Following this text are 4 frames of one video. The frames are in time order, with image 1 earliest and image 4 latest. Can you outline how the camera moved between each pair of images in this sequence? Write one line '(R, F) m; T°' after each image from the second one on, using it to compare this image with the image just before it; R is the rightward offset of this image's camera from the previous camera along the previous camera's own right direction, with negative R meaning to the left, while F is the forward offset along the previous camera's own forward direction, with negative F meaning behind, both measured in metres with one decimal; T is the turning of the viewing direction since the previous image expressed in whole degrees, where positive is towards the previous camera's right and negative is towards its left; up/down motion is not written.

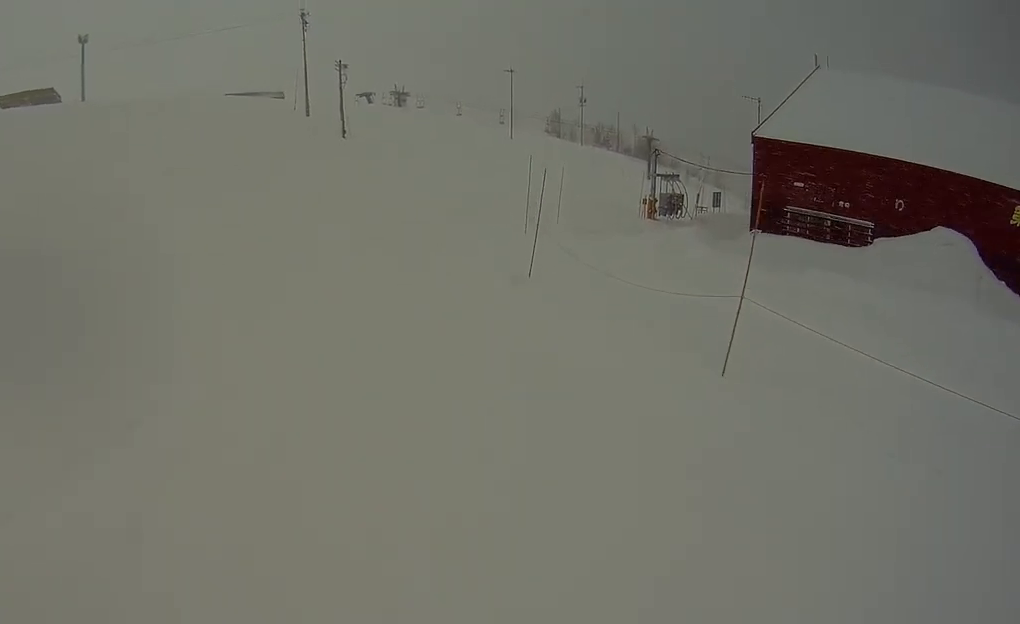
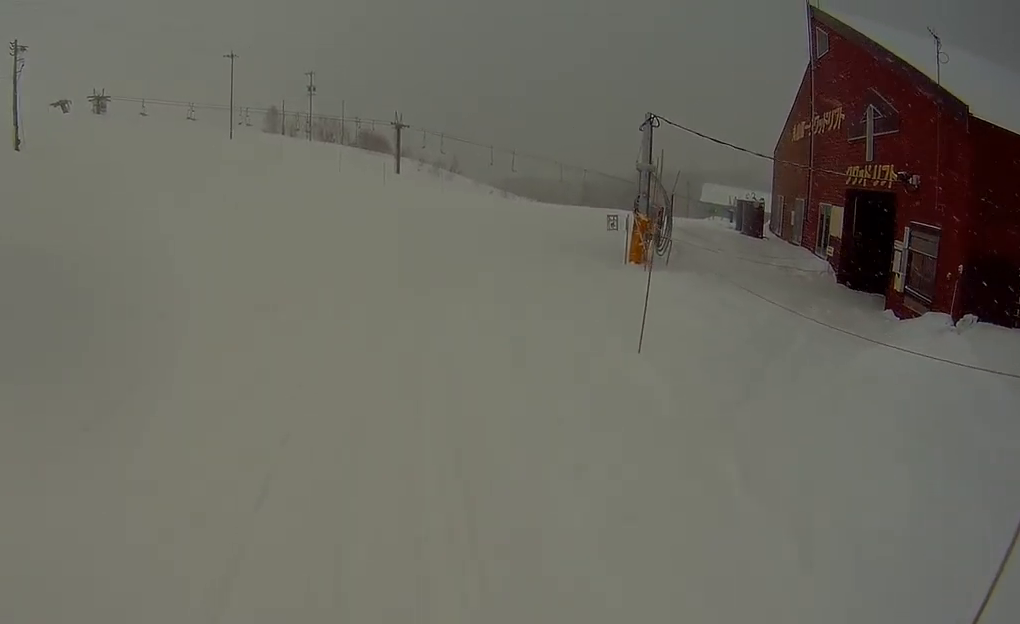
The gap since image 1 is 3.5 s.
(+2.2, +22.4) m; +2°
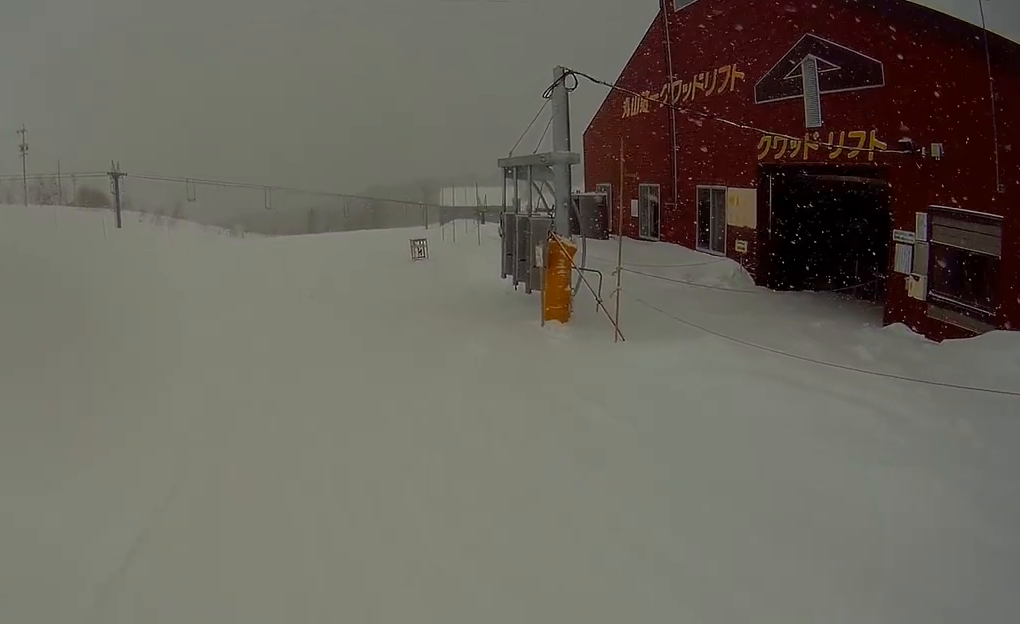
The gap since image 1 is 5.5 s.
(+3.5, +8.4) m; +42°
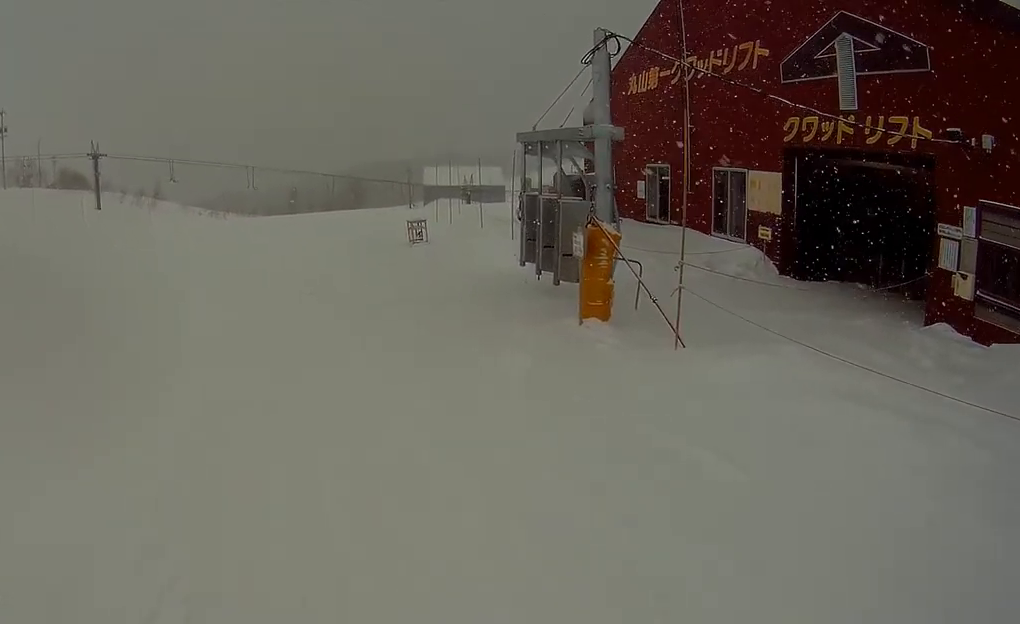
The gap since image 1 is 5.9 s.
(+0.1, +1.8) m; +3°
